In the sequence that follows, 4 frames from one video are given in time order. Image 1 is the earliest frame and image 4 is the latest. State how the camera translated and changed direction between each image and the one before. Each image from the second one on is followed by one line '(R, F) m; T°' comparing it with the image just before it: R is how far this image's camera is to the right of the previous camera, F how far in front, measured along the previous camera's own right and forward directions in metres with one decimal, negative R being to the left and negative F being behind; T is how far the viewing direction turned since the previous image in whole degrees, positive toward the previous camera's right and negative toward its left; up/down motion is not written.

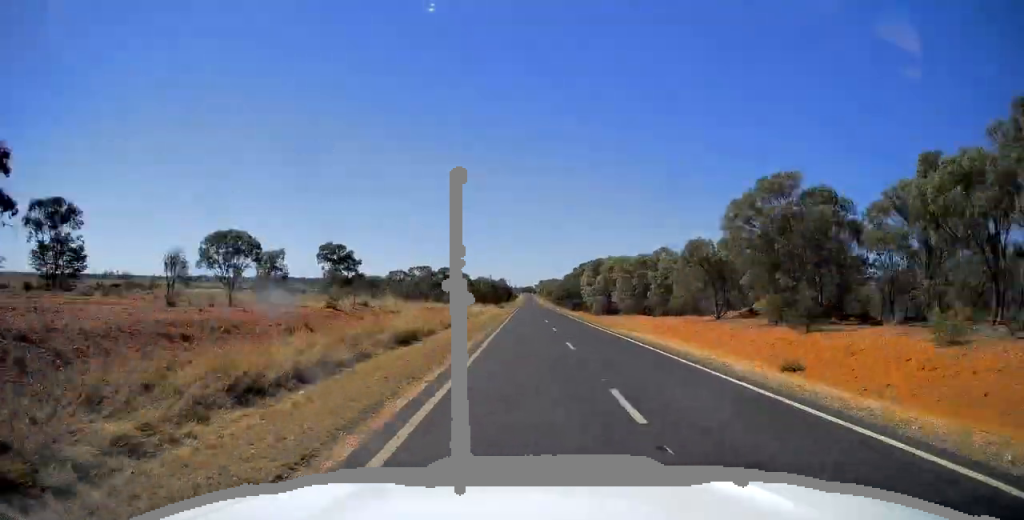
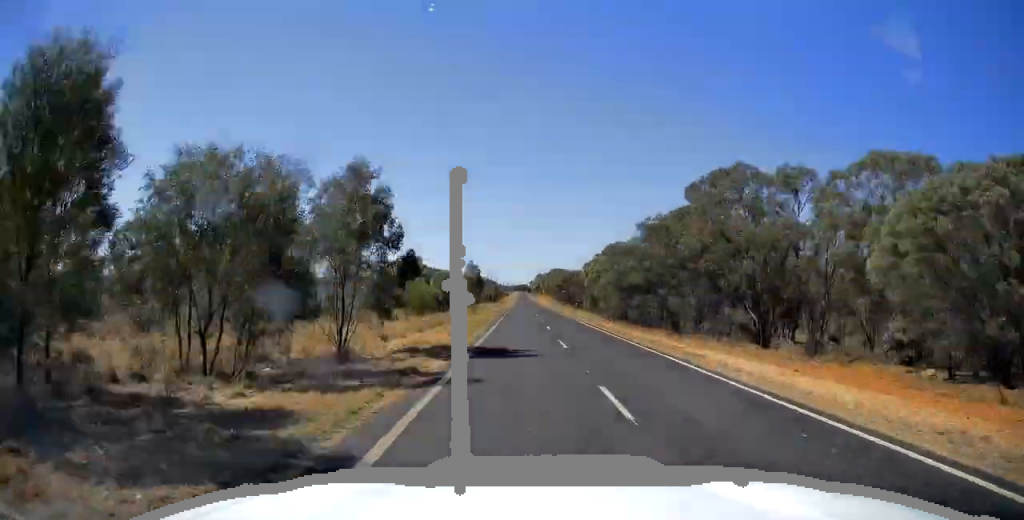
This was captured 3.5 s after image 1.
(+0.1, +108.6) m; 0°
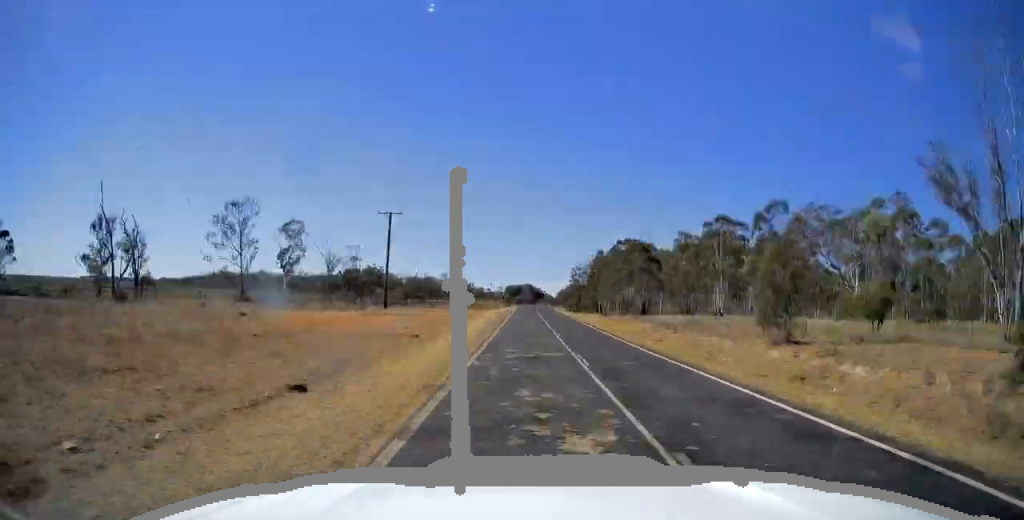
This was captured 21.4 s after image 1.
(+23.7, +548.7) m; +3°
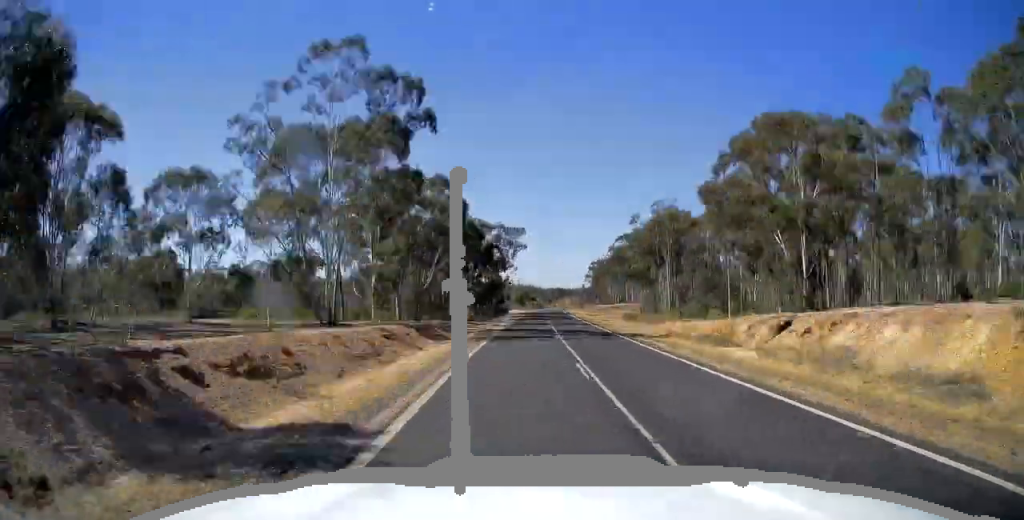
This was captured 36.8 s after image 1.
(+2.1, +487.1) m; +7°
